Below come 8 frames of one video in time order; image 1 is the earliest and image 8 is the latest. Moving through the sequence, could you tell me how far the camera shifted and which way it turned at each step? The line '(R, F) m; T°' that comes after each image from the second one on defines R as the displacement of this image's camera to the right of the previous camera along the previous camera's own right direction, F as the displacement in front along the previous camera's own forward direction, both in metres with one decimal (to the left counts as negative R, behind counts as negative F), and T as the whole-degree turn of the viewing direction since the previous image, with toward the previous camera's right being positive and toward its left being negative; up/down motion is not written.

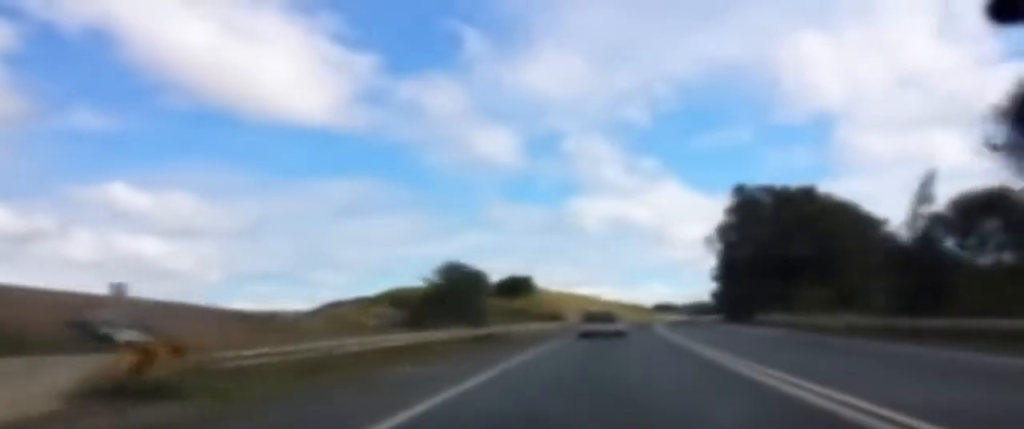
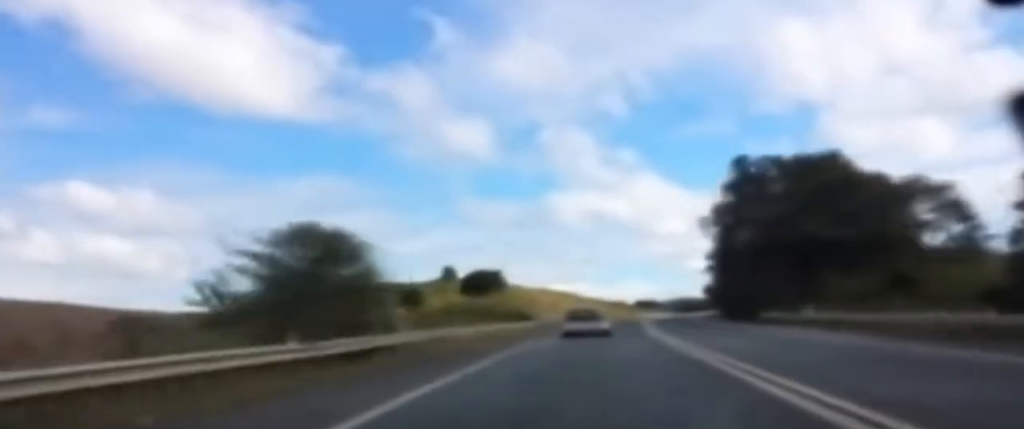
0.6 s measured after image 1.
(+0.1, +13.4) m; +1°
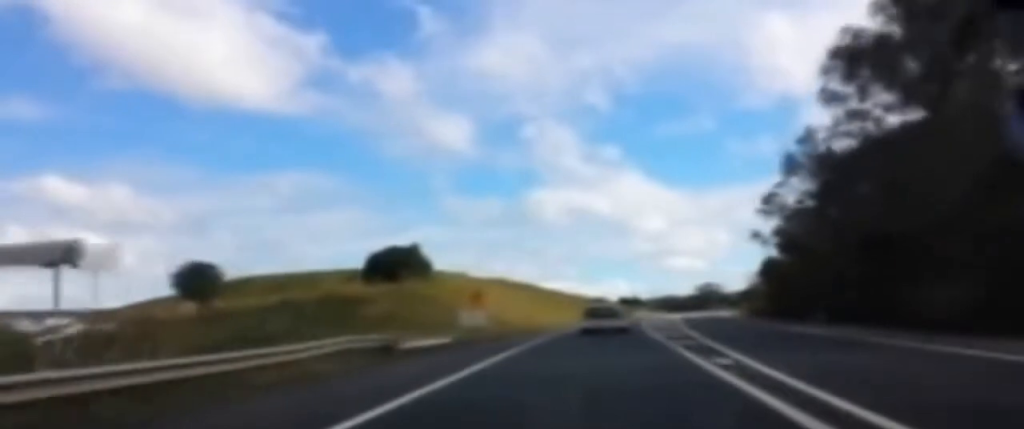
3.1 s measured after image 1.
(+1.4, +56.3) m; +2°
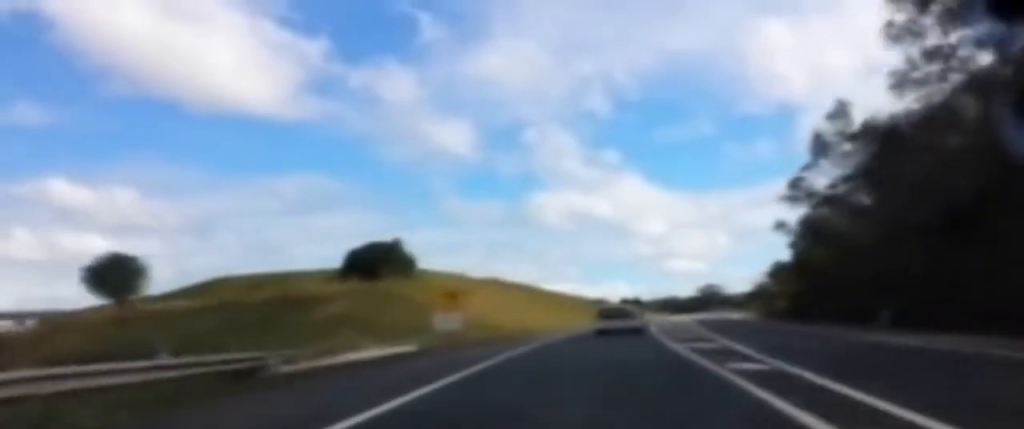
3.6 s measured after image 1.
(-0.2, +10.4) m; 0°
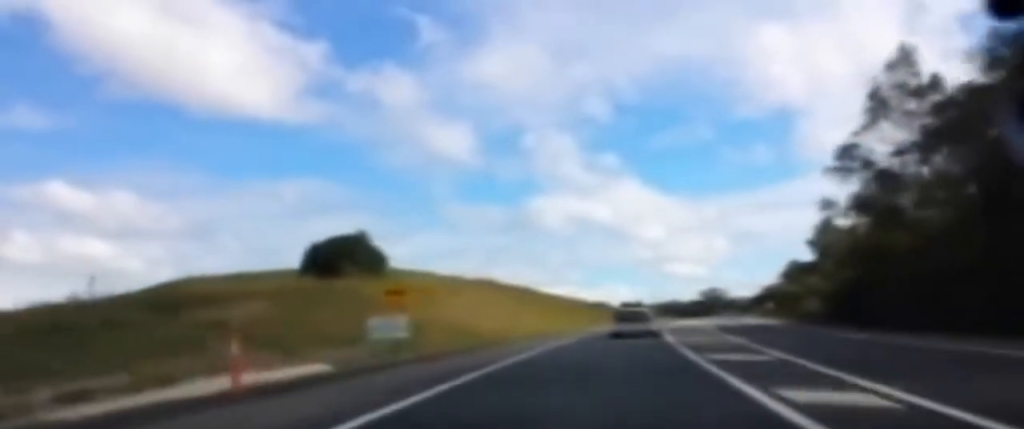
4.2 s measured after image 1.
(-0.1, +13.4) m; 0°
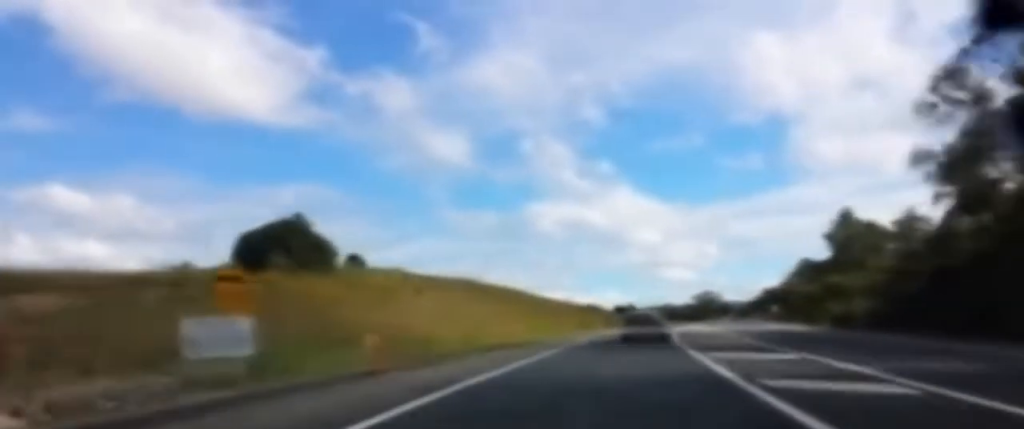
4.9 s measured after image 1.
(0.0, +15.8) m; +1°
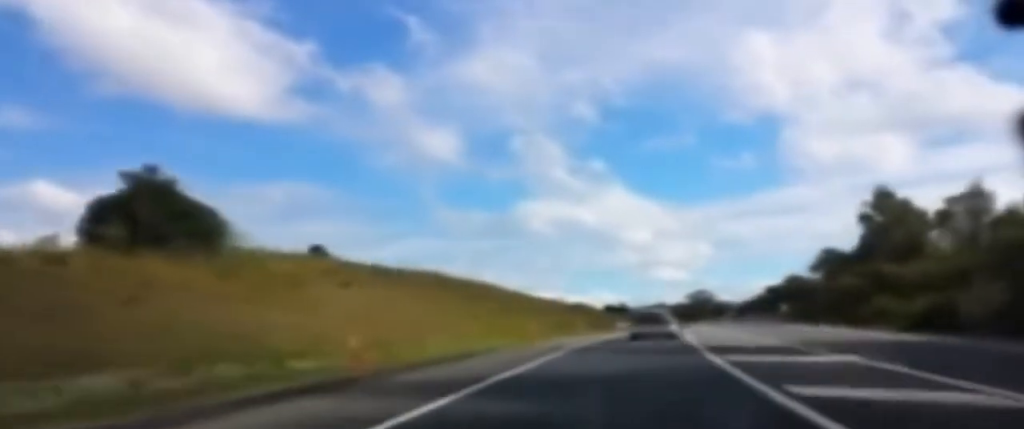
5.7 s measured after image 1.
(+0.3, +18.9) m; +2°
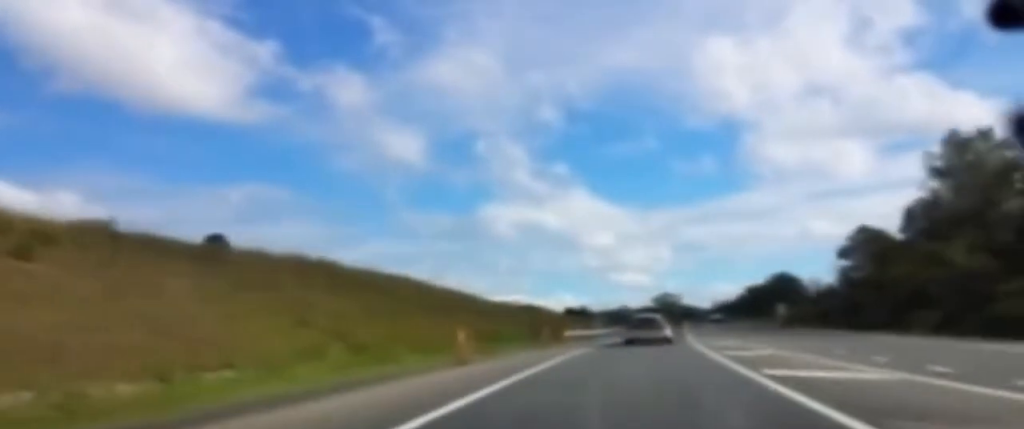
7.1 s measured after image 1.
(+0.9, +31.9) m; +2°
